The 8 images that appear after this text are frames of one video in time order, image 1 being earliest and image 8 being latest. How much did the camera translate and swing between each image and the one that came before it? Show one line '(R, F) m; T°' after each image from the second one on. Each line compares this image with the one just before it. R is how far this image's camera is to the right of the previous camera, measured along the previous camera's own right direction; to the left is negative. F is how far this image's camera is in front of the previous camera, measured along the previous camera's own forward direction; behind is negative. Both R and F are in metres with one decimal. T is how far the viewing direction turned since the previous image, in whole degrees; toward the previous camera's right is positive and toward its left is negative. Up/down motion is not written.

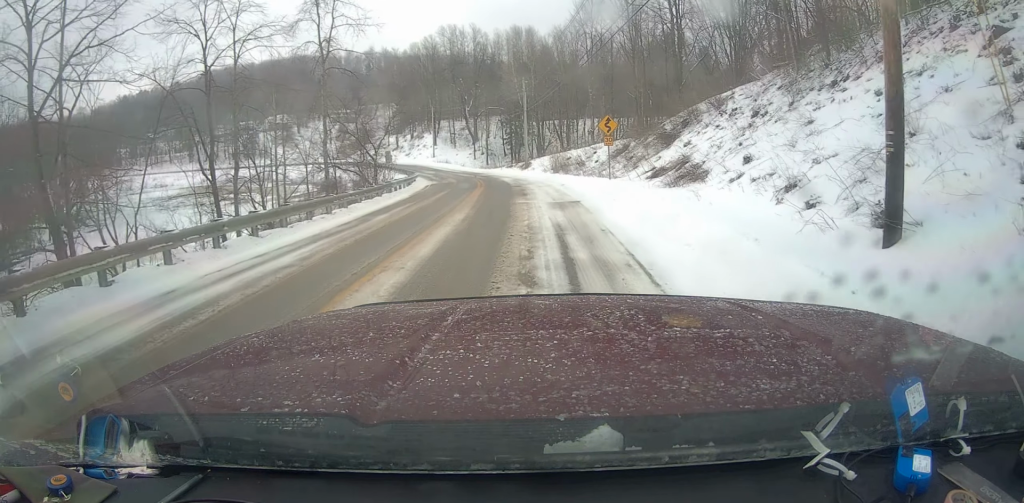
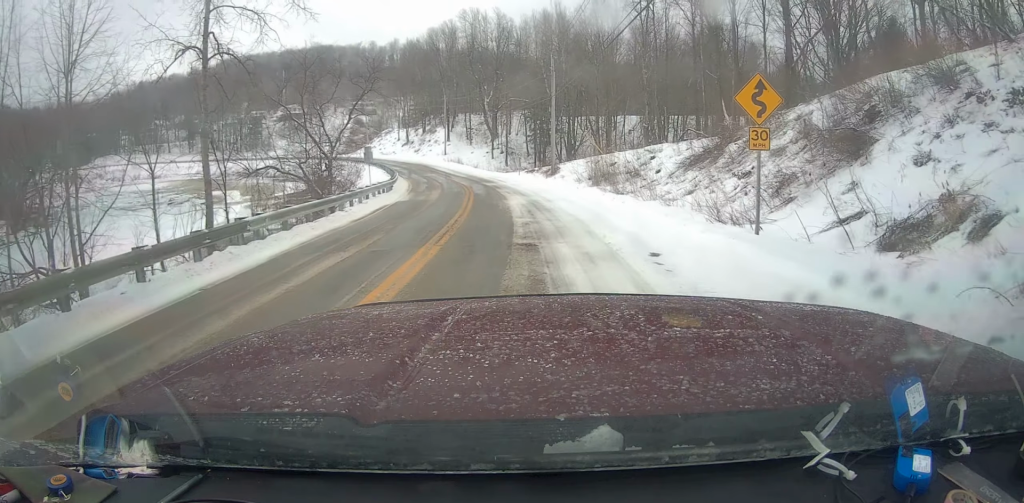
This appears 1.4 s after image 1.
(+0.1, +17.0) m; -2°
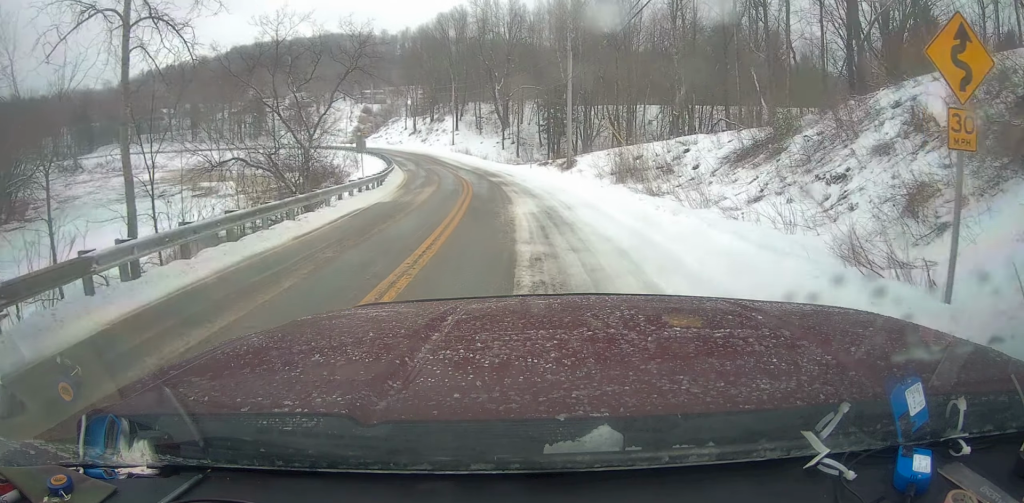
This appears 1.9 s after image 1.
(-0.2, +5.5) m; -1°
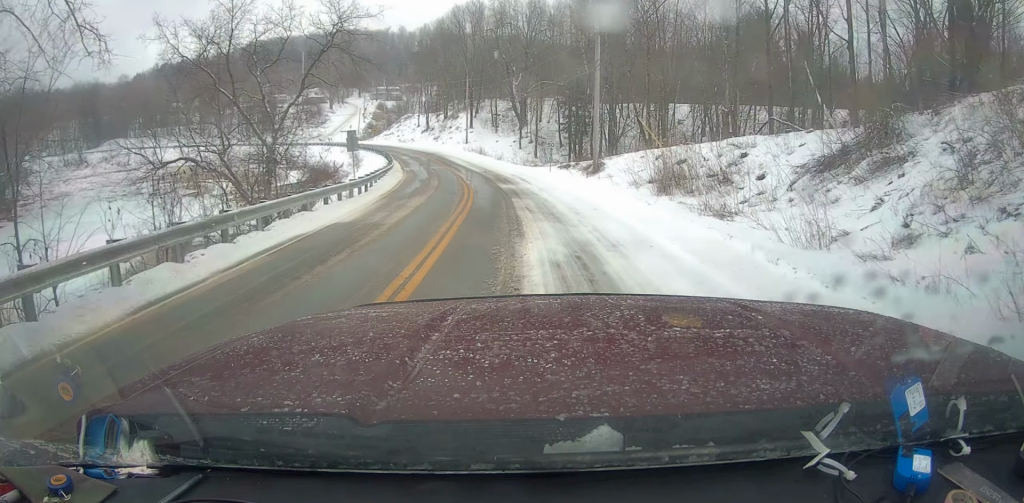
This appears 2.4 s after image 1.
(-0.1, +6.3) m; -2°
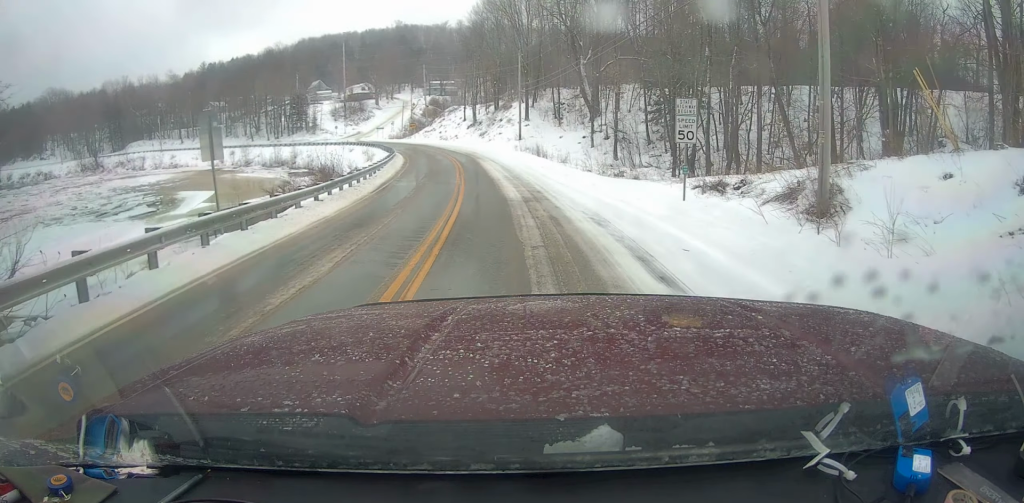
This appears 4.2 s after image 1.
(-1.1, +22.2) m; -6°
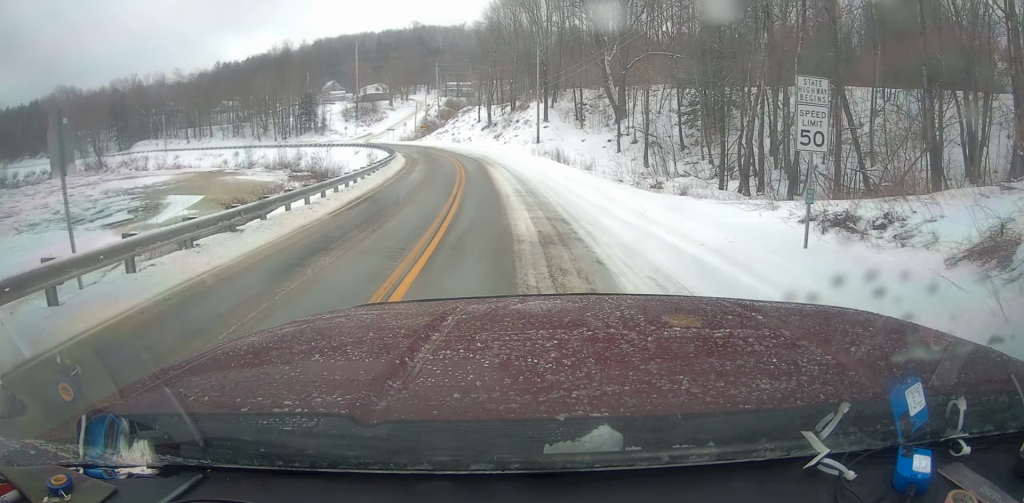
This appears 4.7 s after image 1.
(-0.1, +6.4) m; -2°
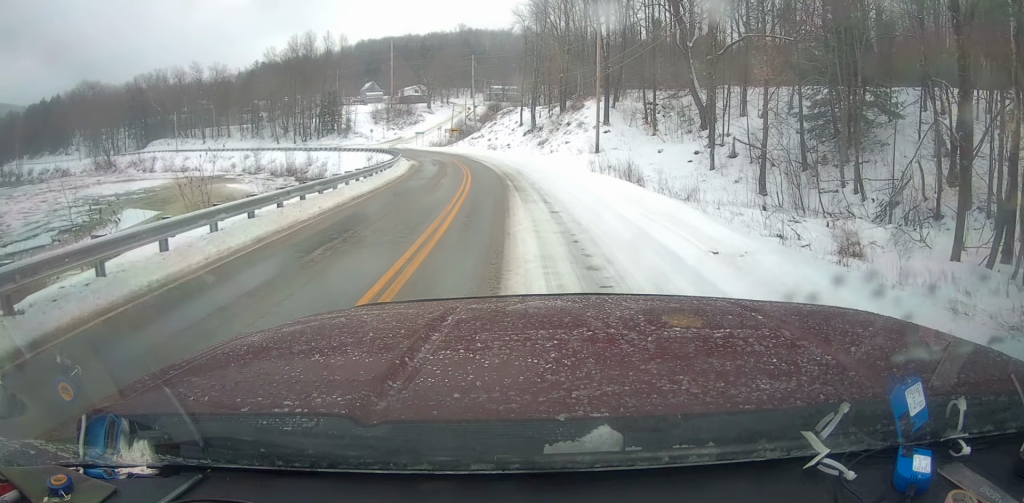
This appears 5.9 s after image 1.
(-0.6, +16.3) m; -5°
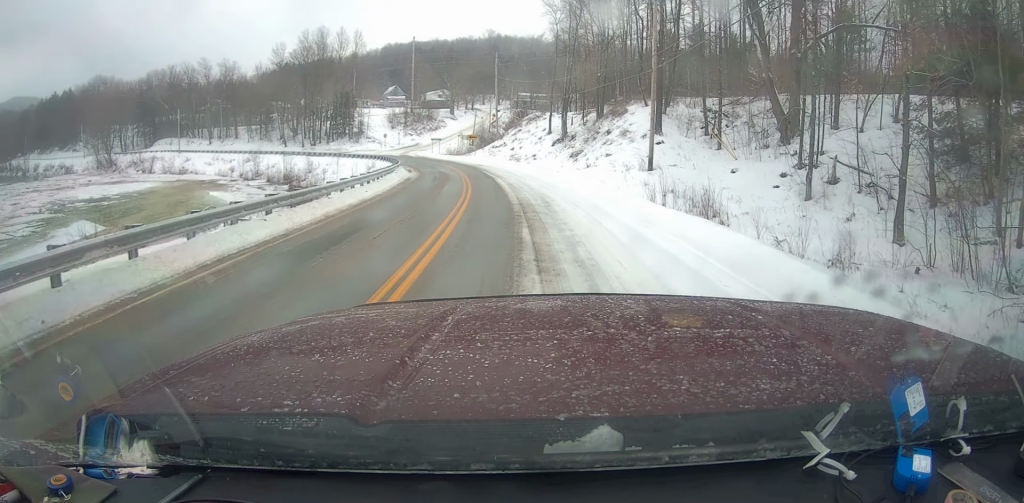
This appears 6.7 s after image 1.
(-0.4, +10.7) m; -3°
